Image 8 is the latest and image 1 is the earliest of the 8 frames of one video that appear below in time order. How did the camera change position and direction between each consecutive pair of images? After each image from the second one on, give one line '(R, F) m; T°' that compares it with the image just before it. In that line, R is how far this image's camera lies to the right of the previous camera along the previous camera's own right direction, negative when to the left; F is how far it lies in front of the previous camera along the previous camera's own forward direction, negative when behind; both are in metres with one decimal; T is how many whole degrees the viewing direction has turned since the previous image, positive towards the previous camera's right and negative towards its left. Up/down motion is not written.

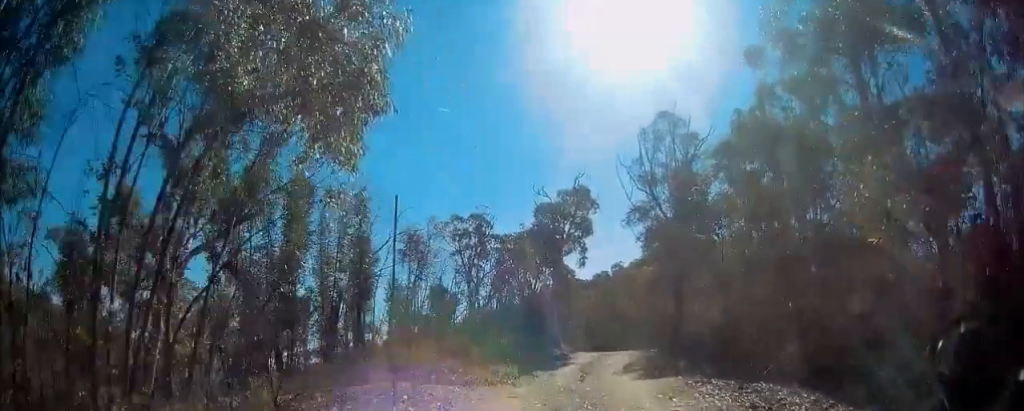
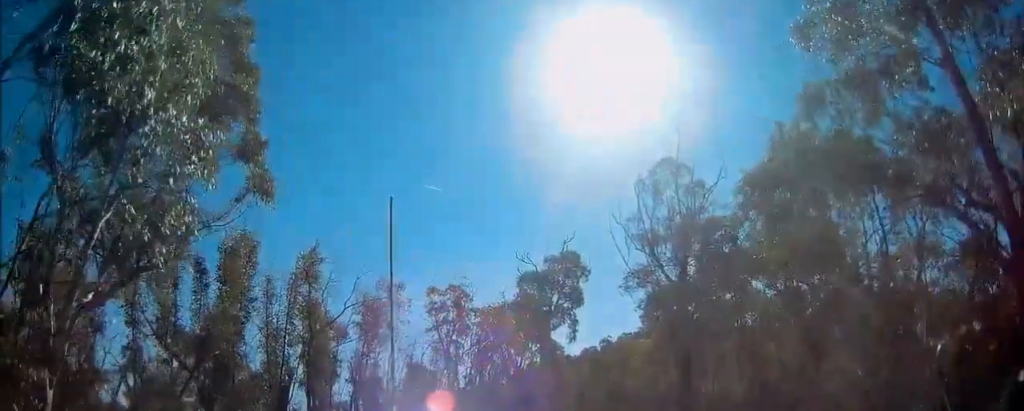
(-0.5, +3.7) m; 0°
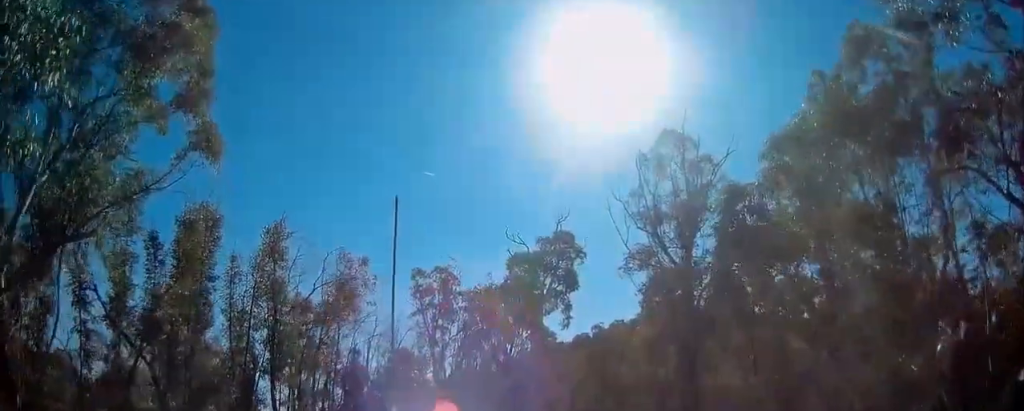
(+0.3, +2.1) m; +5°
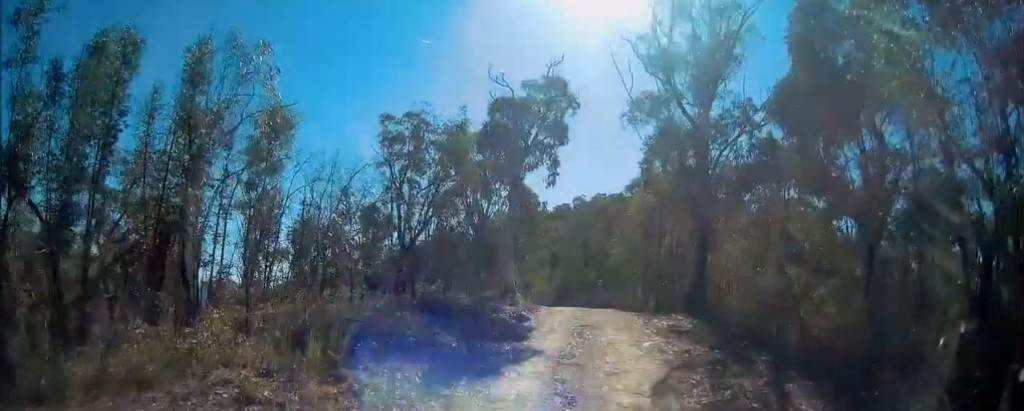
(+0.3, +4.0) m; +4°
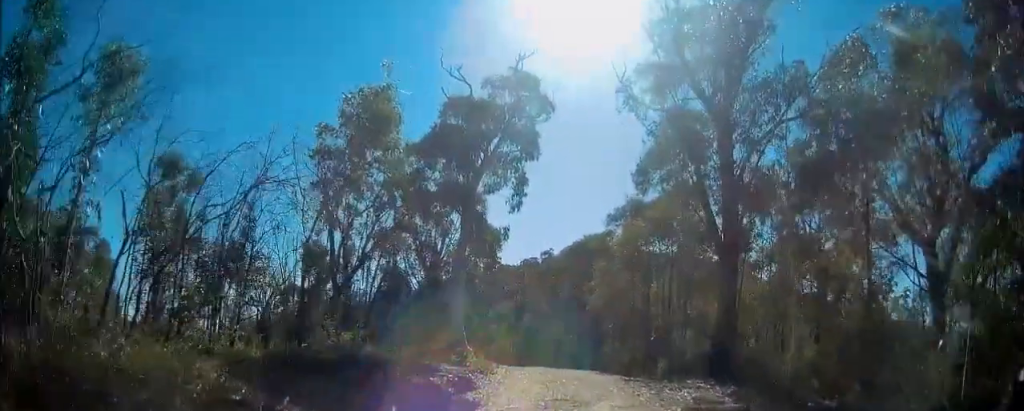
(0.0, +5.6) m; 0°
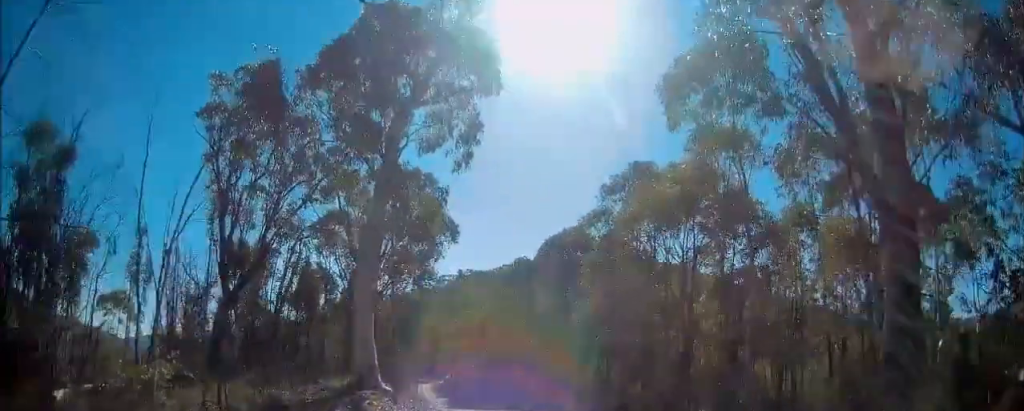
(+0.7, +7.6) m; +8°
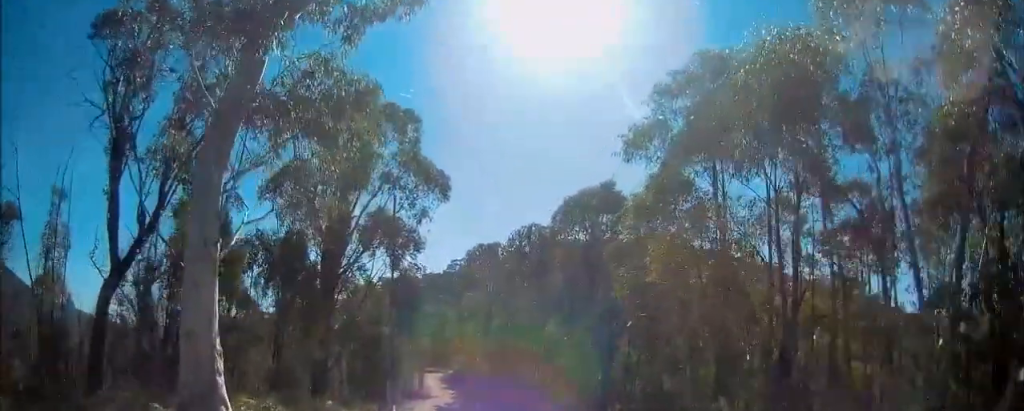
(-0.3, +6.8) m; -7°
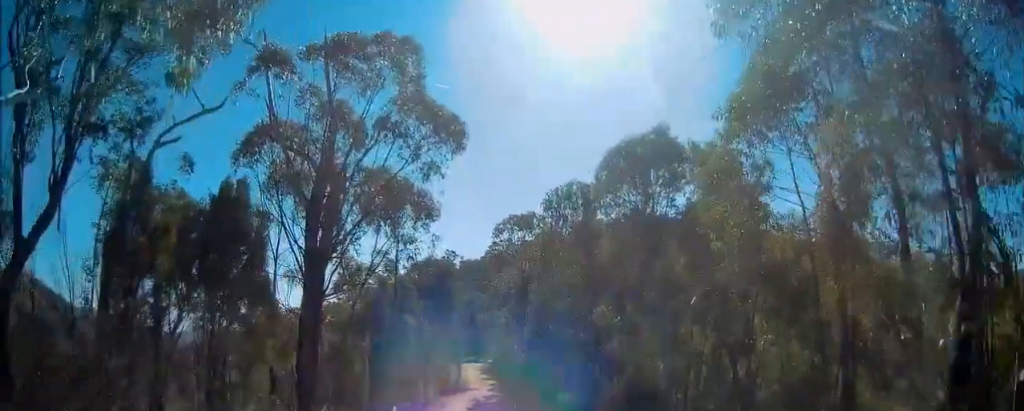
(-0.1, +4.3) m; -7°
